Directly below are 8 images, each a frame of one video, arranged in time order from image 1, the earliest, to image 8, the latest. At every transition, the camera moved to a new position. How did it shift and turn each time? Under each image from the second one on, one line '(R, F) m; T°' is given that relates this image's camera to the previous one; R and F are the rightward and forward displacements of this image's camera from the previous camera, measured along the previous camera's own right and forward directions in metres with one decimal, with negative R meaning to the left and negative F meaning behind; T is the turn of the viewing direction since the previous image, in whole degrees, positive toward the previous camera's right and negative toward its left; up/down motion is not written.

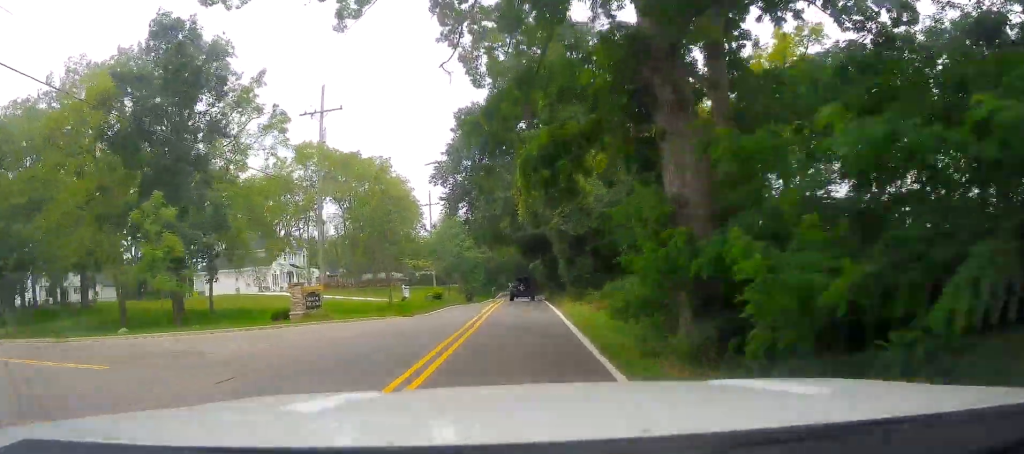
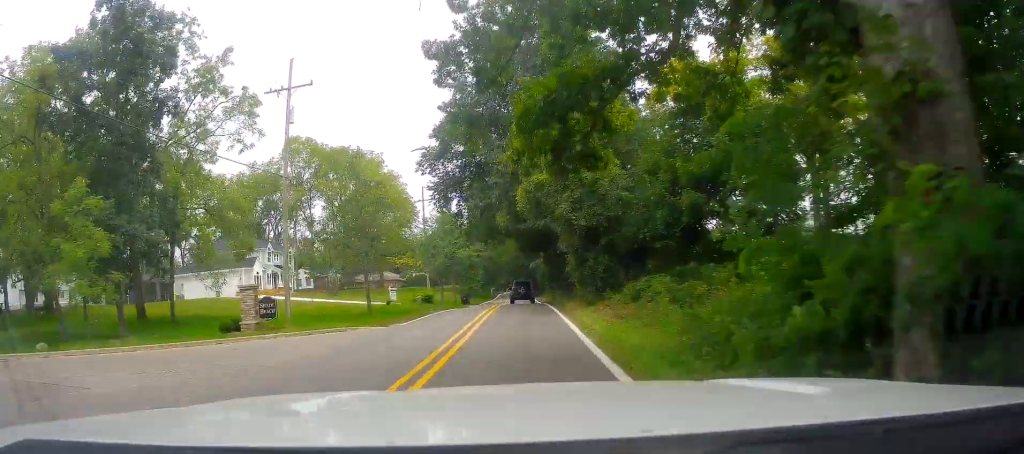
(-0.2, +5.4) m; 0°
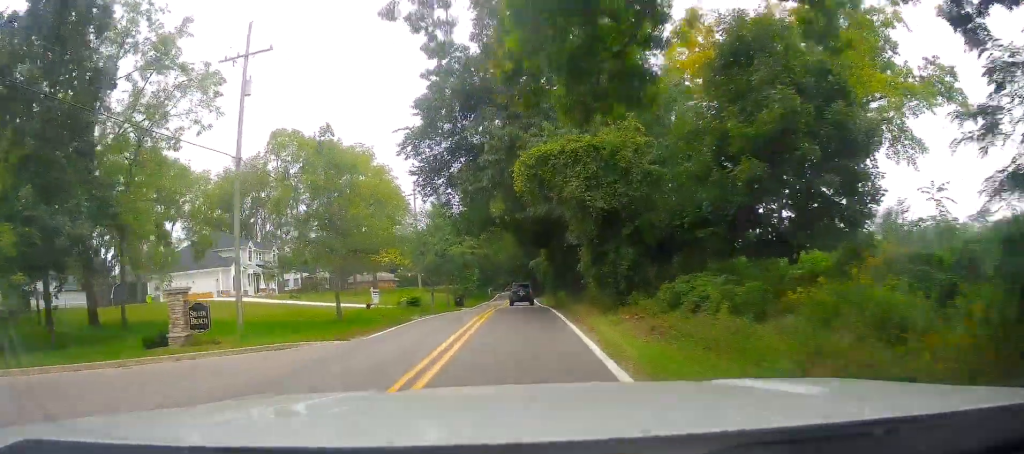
(-0.2, +5.4) m; 0°
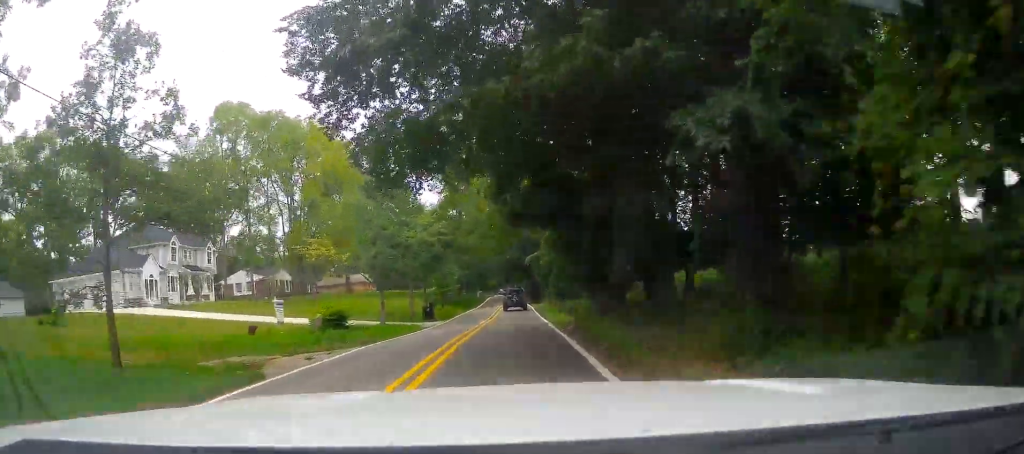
(+0.4, +16.7) m; 0°
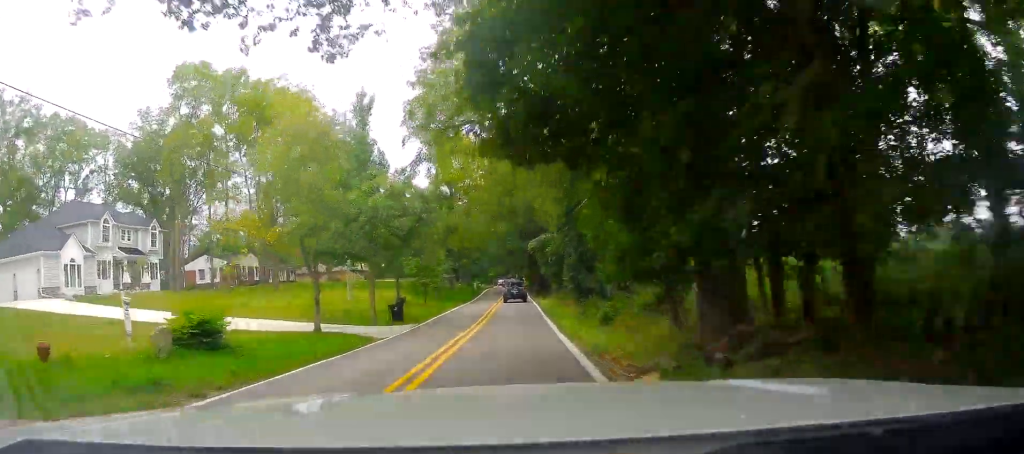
(-0.3, +11.5) m; 0°
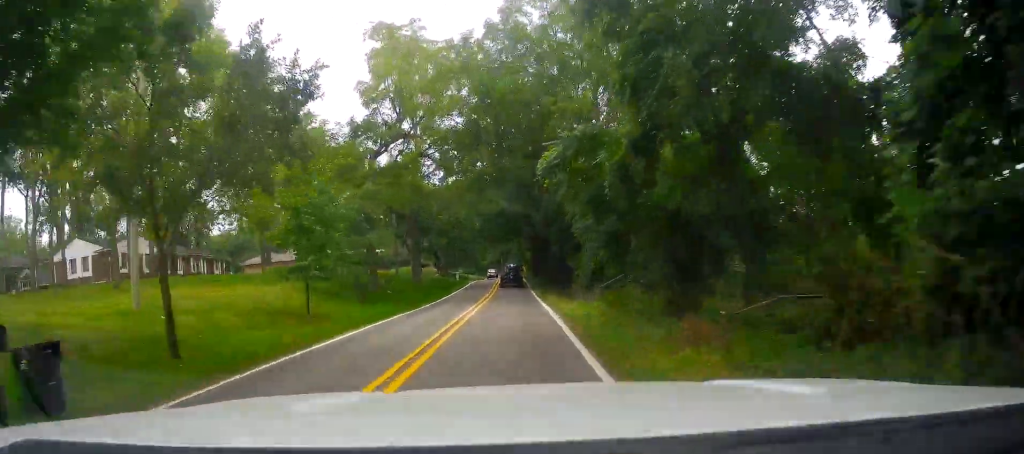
(-0.2, +25.1) m; -2°
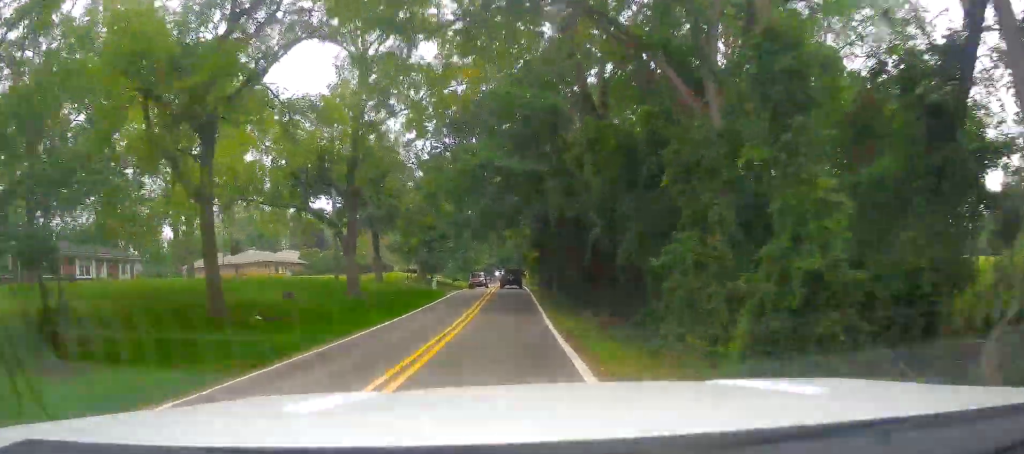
(+0.7, +19.5) m; +2°
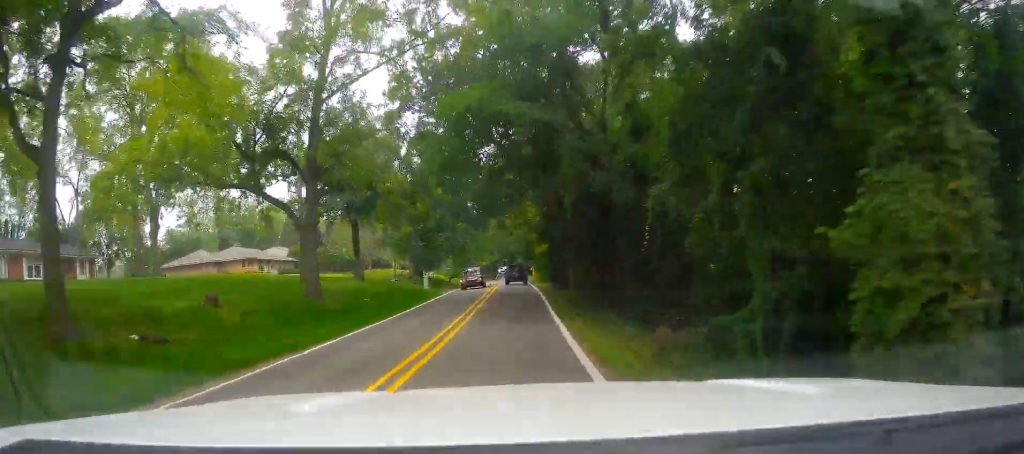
(+0.1, +7.1) m; 0°
